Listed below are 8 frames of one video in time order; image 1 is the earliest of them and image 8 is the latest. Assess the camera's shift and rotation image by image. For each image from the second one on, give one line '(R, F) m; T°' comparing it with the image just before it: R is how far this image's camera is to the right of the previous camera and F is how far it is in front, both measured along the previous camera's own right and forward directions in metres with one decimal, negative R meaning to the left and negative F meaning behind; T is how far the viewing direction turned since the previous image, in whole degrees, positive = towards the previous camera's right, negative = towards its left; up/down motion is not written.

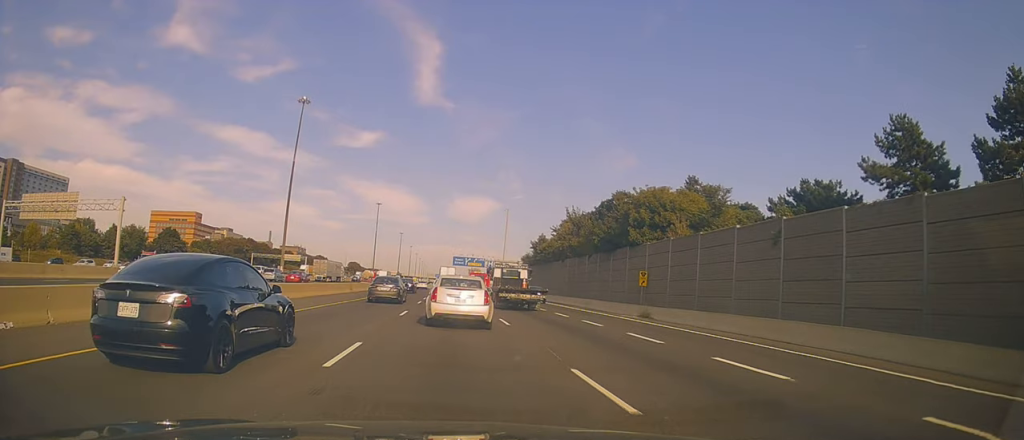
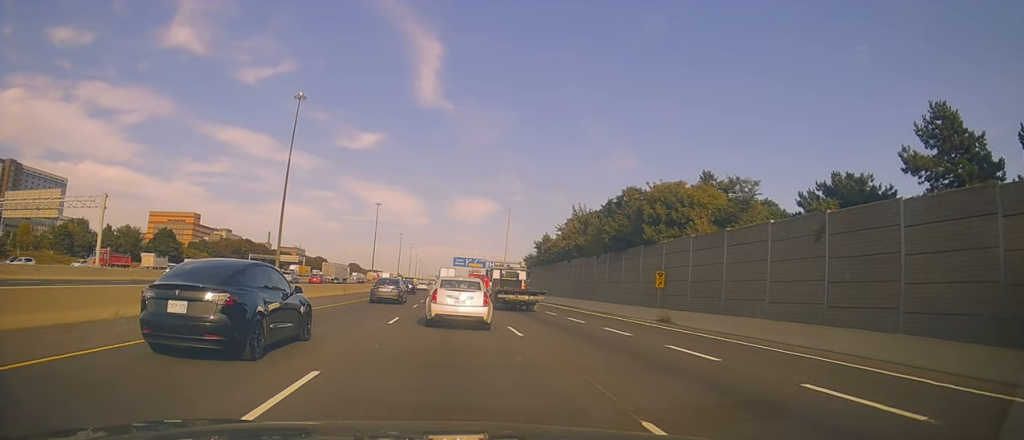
(0.0, +3.5) m; 0°
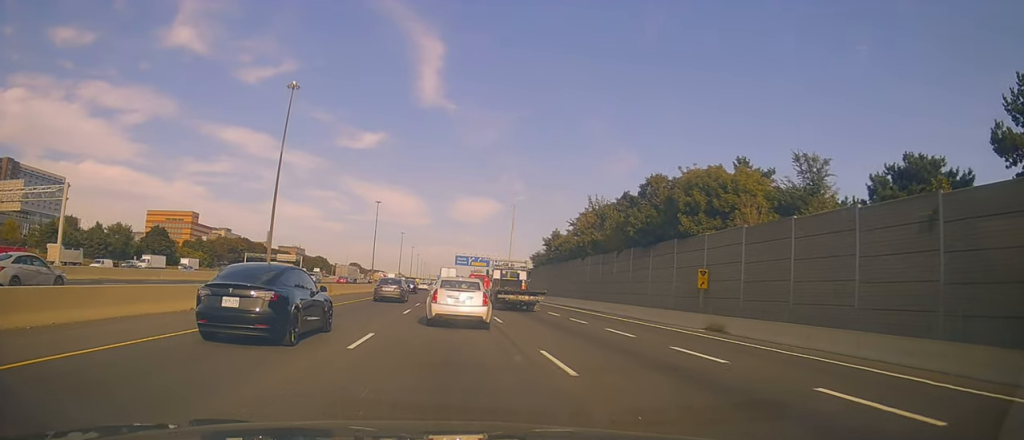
(0.0, +6.3) m; 0°
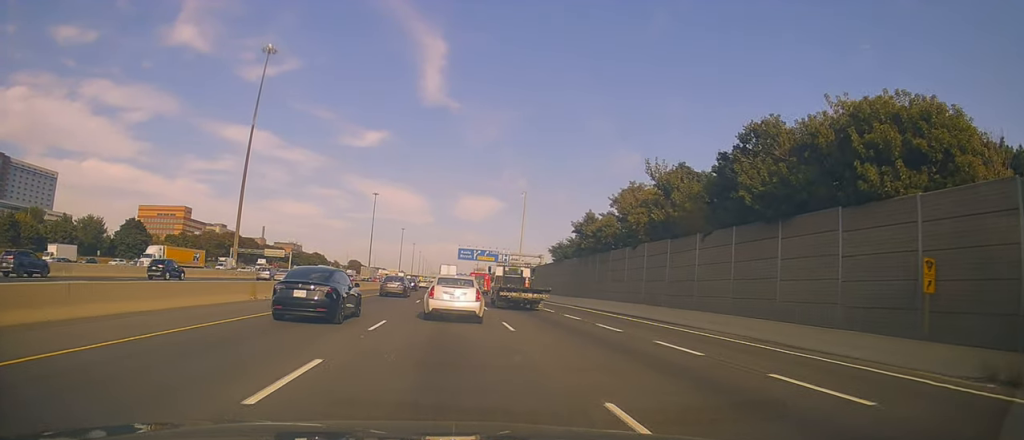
(+0.1, +16.9) m; +1°
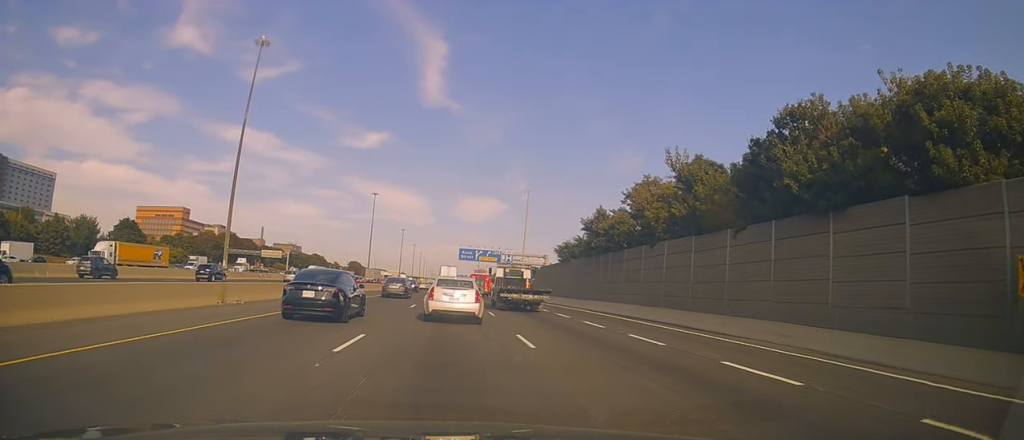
(+0.1, +4.0) m; 0°
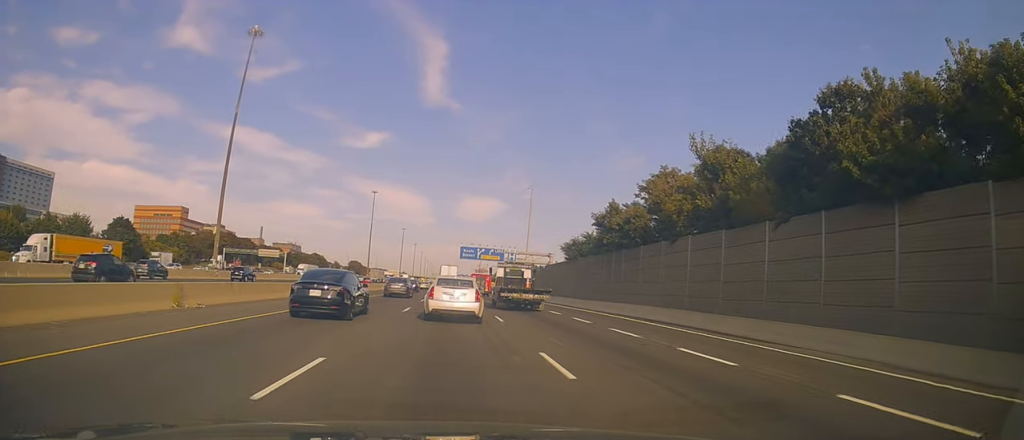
(0.0, +4.0) m; -2°
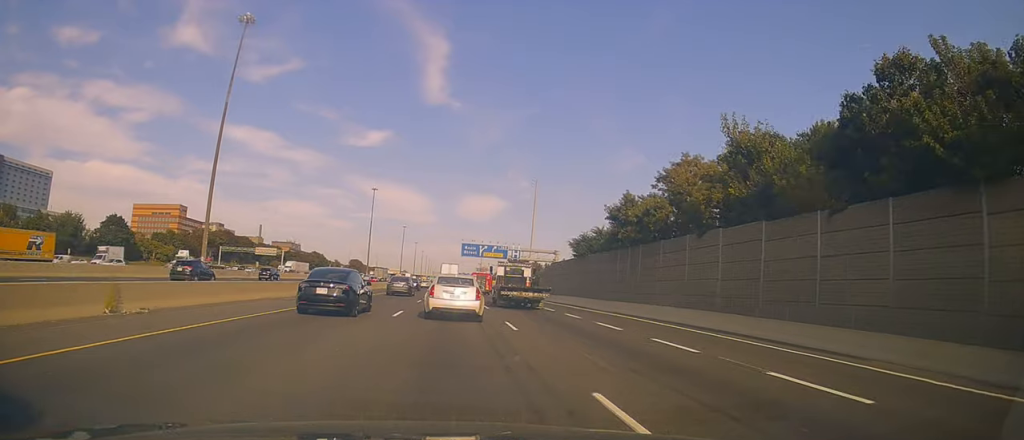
(+0.1, +4.3) m; -2°
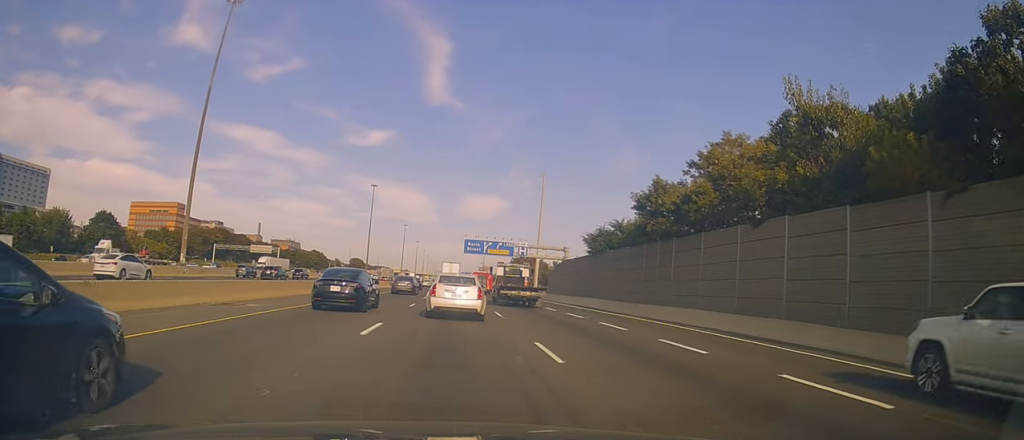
(-0.4, +6.8) m; +4°
